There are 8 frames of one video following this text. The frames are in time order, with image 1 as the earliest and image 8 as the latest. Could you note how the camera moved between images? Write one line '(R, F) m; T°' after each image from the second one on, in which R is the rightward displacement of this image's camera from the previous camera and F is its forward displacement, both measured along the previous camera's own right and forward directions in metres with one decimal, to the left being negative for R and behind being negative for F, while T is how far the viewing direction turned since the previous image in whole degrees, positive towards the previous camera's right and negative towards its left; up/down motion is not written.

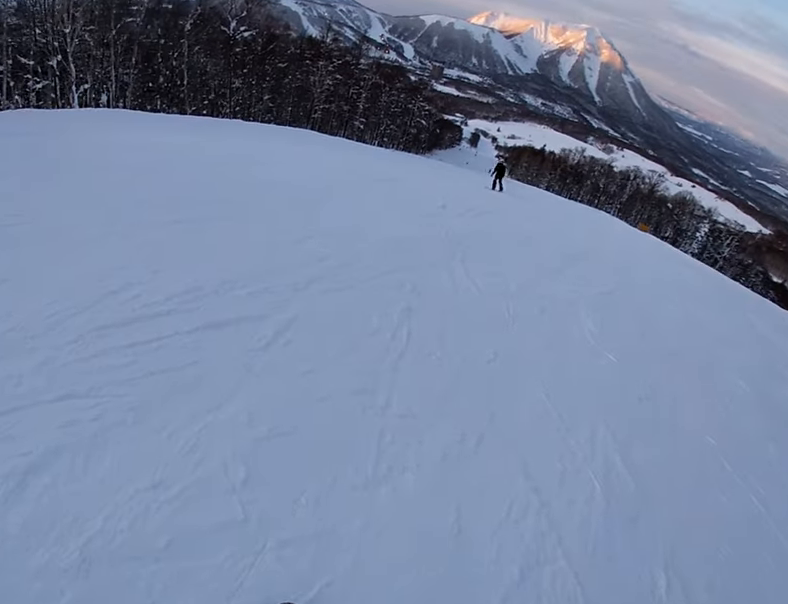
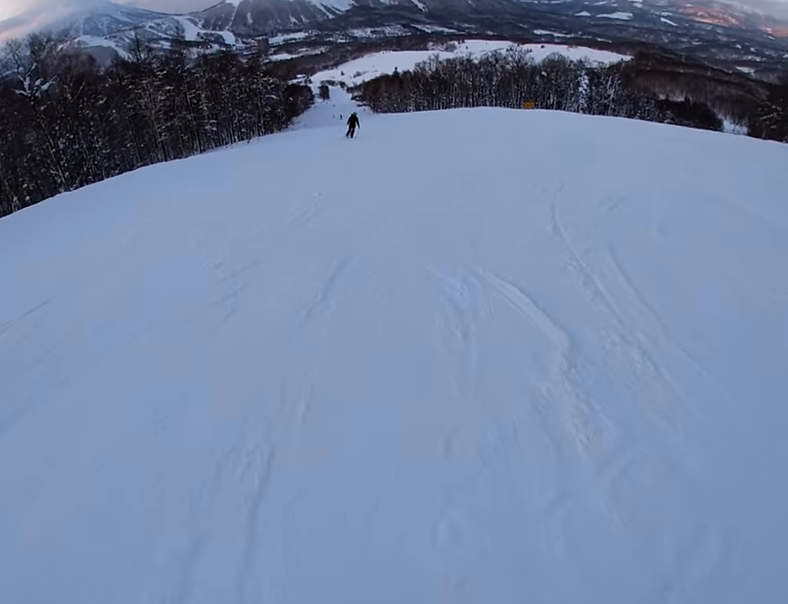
(-0.7, +7.8) m; +4°
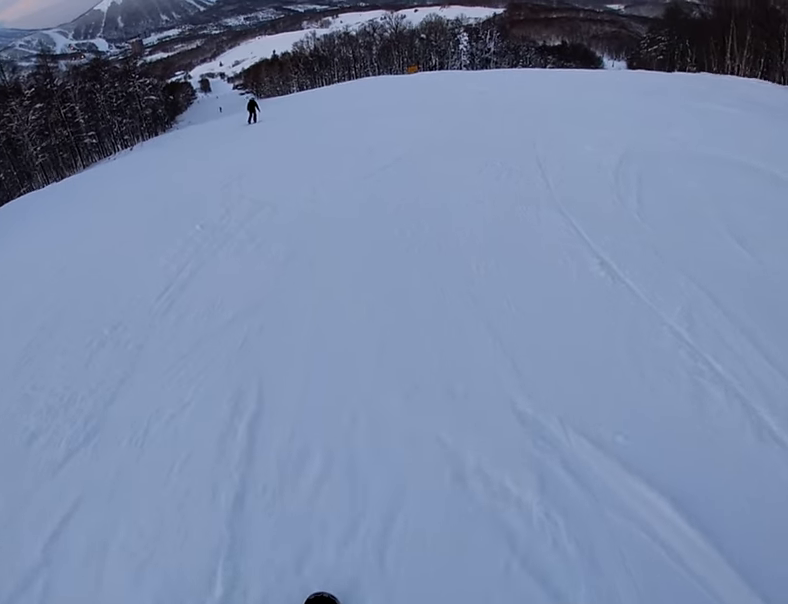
(+0.1, +2.4) m; +6°
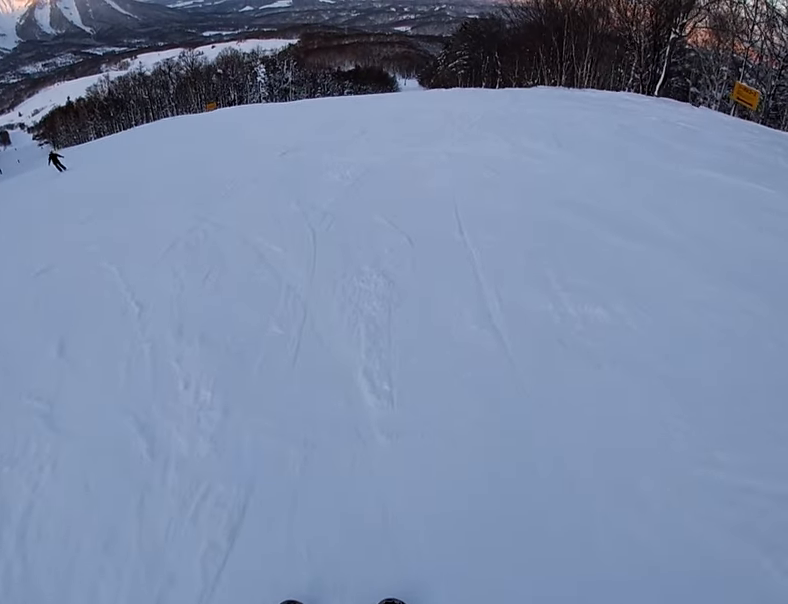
(+1.2, +6.8) m; +22°
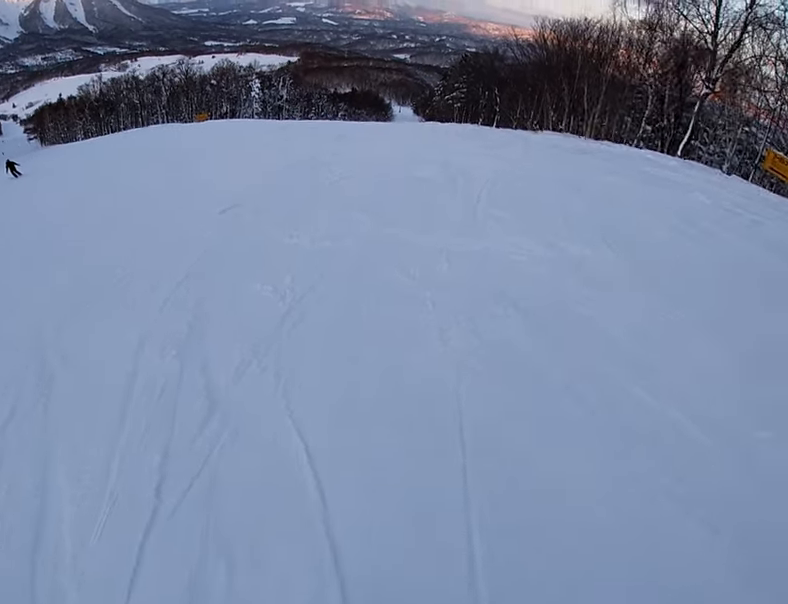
(+0.8, +3.3) m; +4°
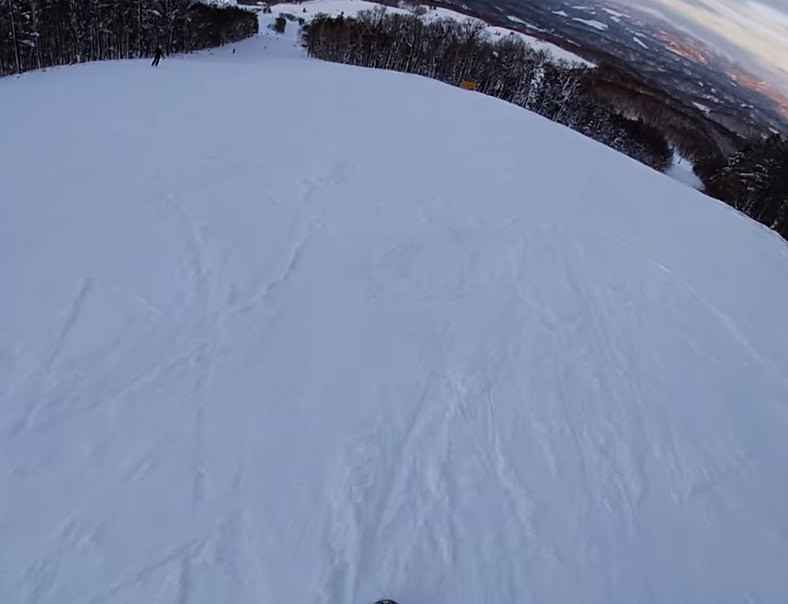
(-1.0, +8.6) m; -30°
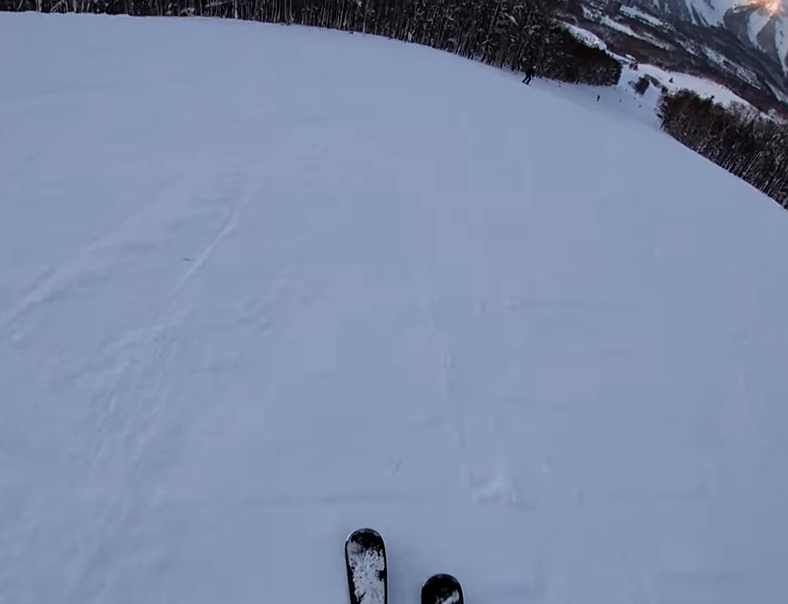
(-4.2, +7.9) m; -41°
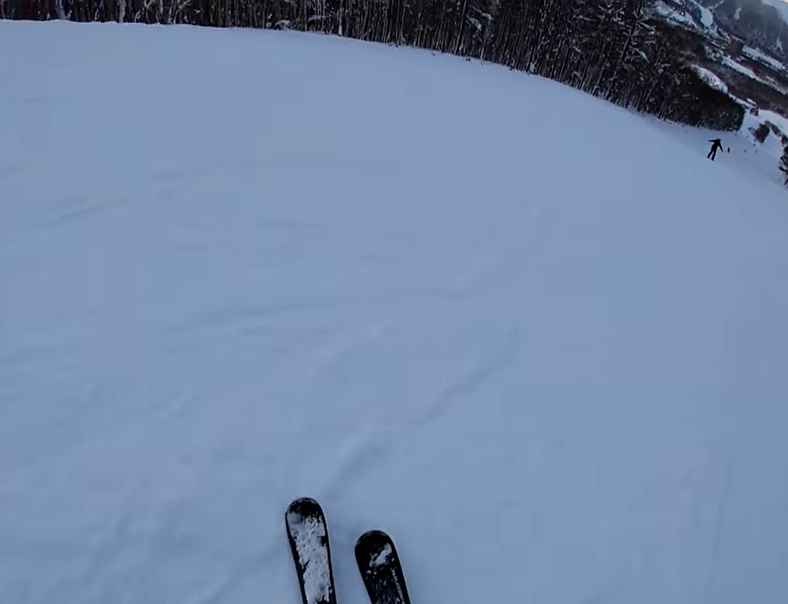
(-0.7, +4.9) m; -4°
